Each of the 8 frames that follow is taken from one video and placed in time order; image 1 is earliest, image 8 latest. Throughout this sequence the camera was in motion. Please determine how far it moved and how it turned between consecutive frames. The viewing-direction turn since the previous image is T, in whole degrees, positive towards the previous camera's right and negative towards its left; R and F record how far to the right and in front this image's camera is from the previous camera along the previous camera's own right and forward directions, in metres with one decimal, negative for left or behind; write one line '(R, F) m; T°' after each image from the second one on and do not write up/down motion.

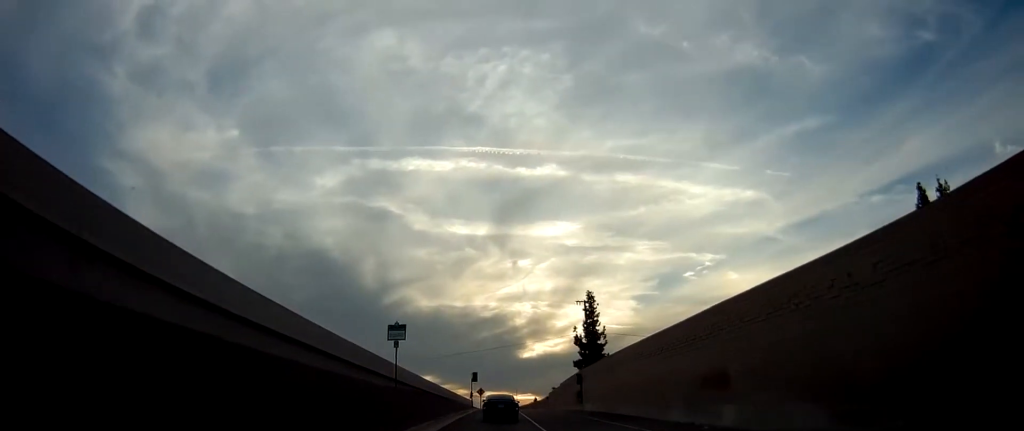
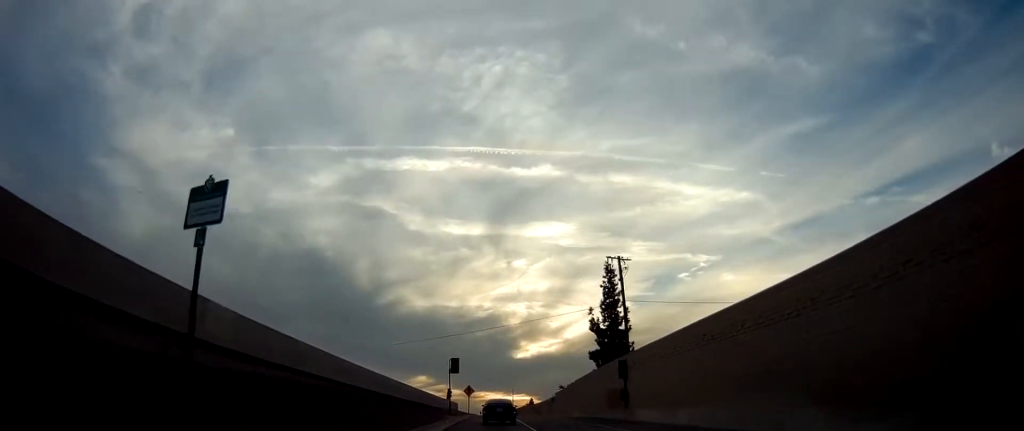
(-0.2, +26.0) m; +2°
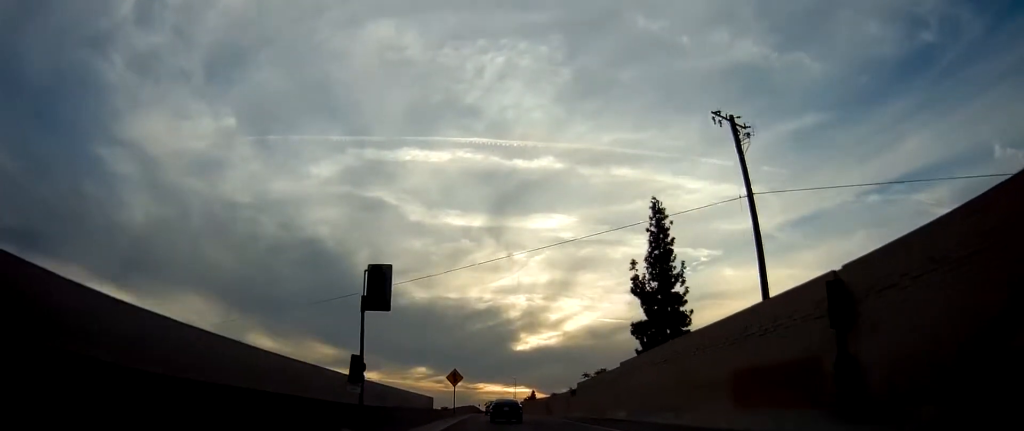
(+0.6, +29.0) m; 0°
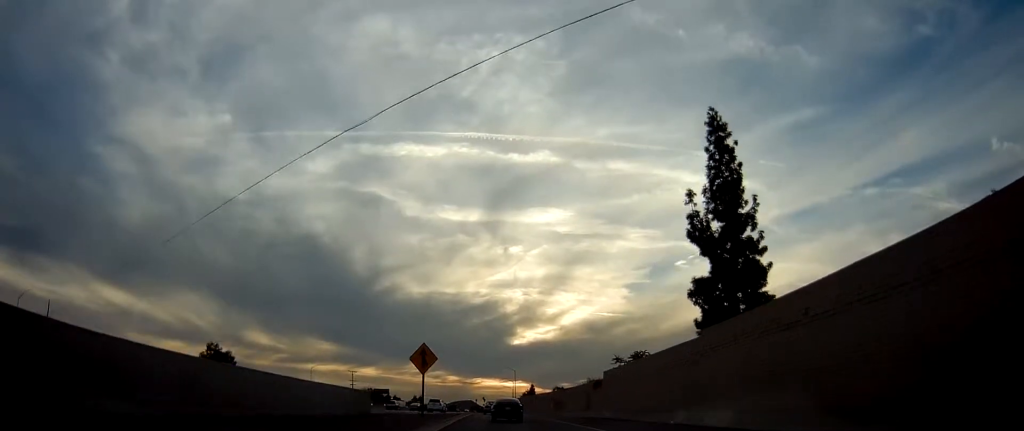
(-0.2, +20.9) m; 0°
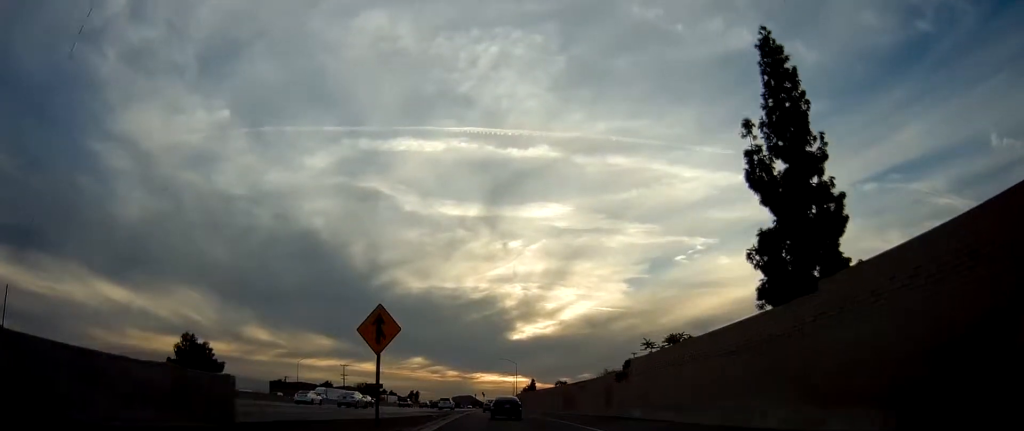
(+0.1, +11.7) m; 0°
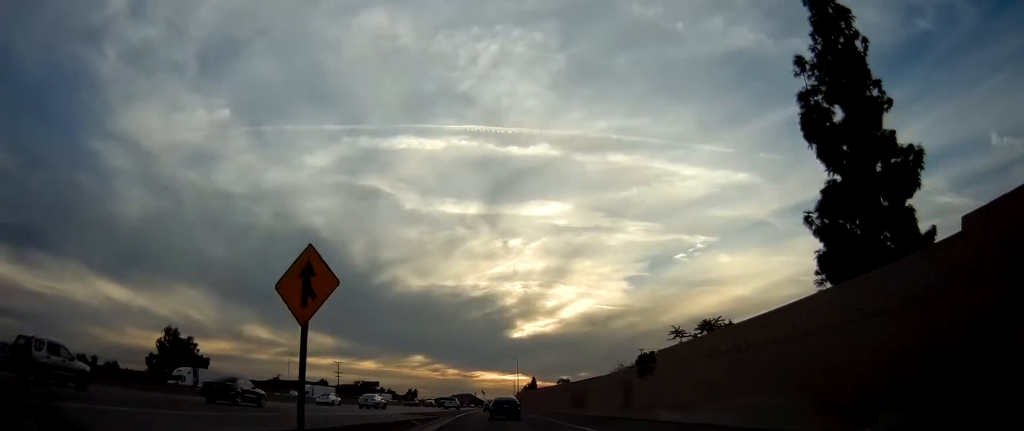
(+0.1, +7.5) m; 0°
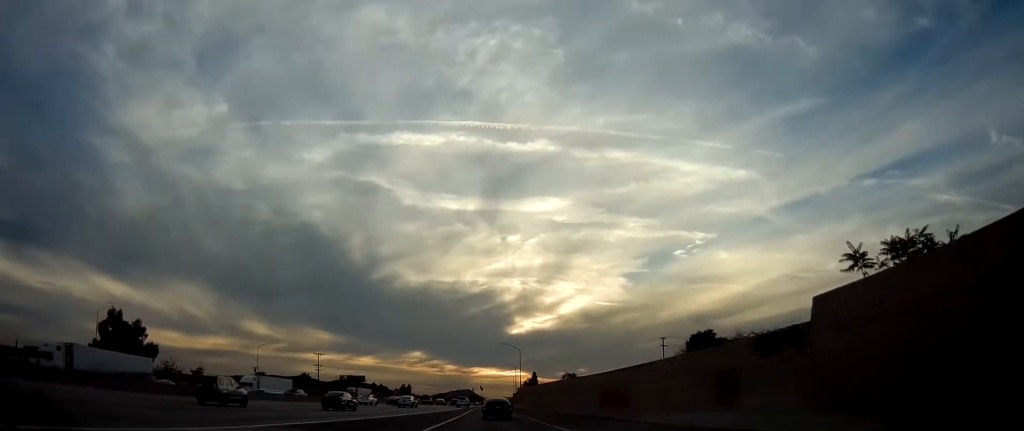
(-0.1, +20.3) m; +1°
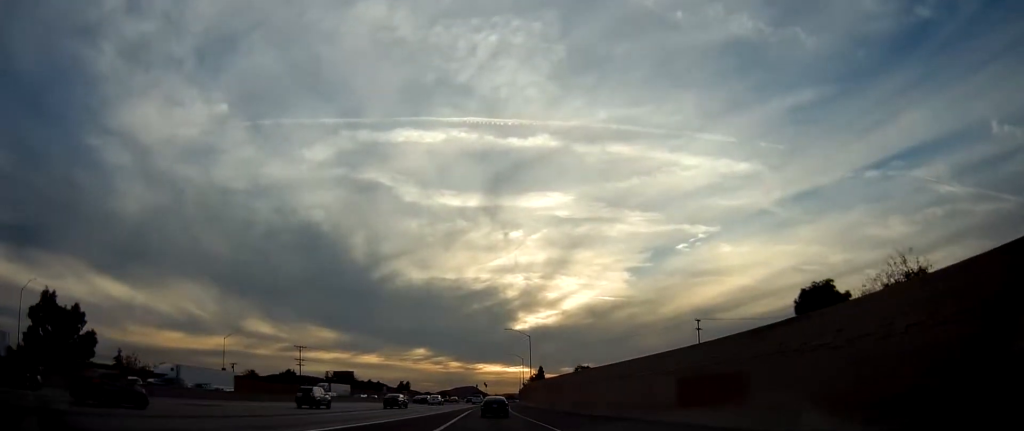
(+0.3, +19.5) m; -1°
